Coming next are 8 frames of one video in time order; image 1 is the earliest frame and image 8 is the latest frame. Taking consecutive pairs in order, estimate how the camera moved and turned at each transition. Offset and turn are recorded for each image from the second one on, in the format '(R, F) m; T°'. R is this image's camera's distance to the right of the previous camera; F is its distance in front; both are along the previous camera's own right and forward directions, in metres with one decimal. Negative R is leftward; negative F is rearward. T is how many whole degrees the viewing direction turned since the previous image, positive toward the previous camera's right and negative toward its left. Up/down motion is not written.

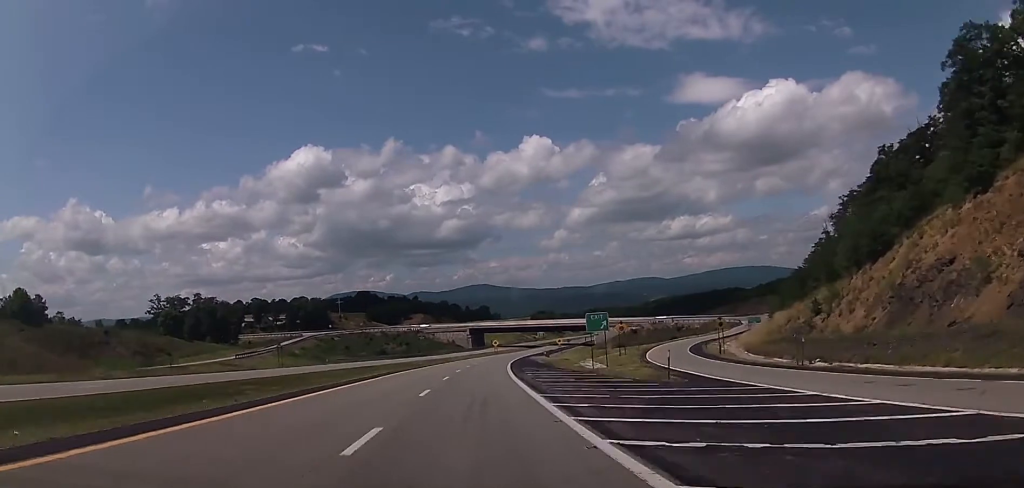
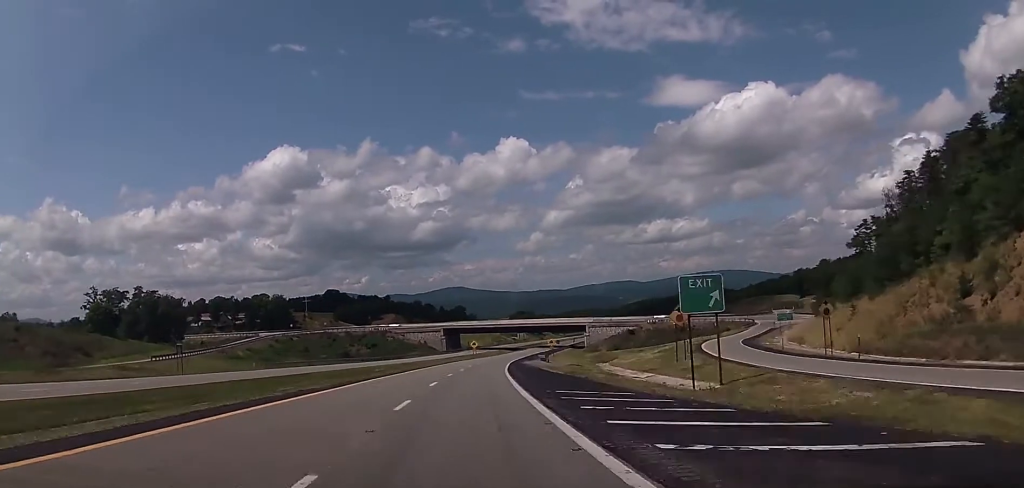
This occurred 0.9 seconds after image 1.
(+0.4, +29.3) m; +1°
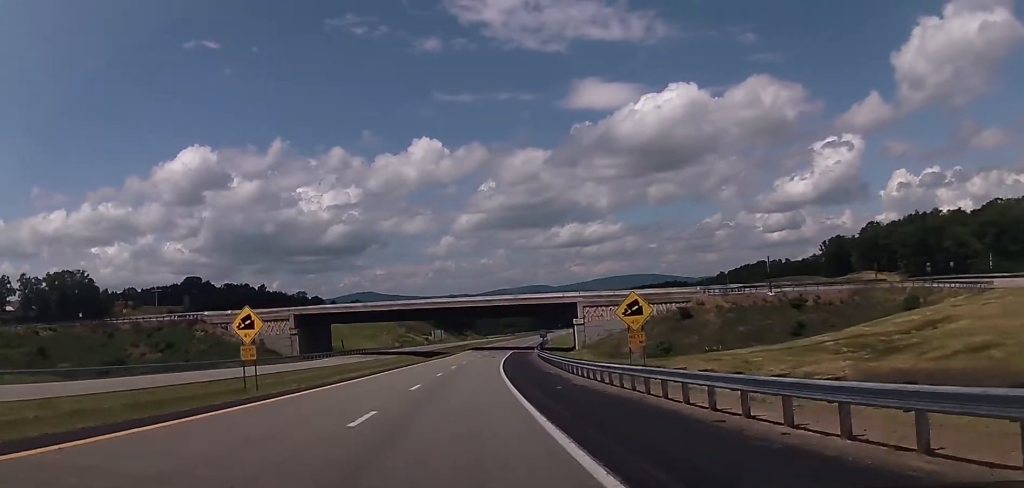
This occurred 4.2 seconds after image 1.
(+8.1, +114.0) m; +9°
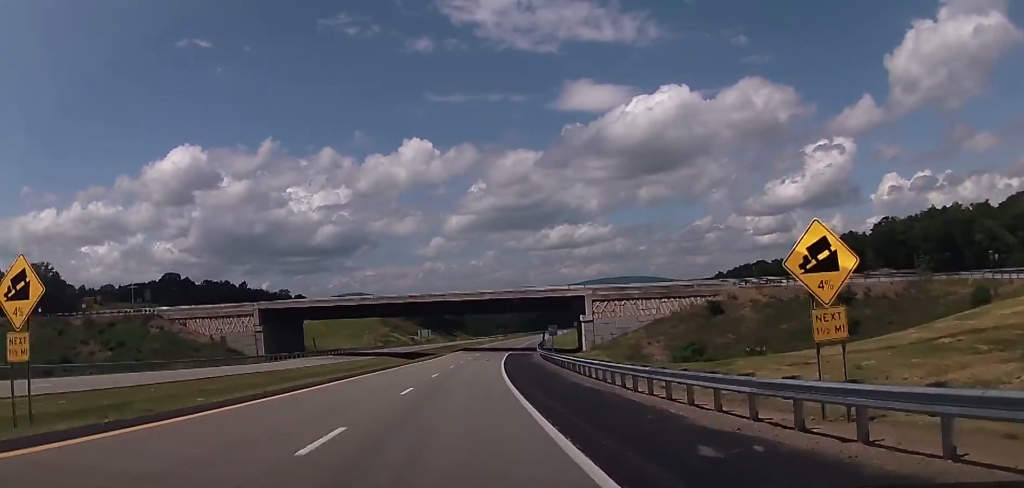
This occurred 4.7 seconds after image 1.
(+0.4, +15.9) m; +1°
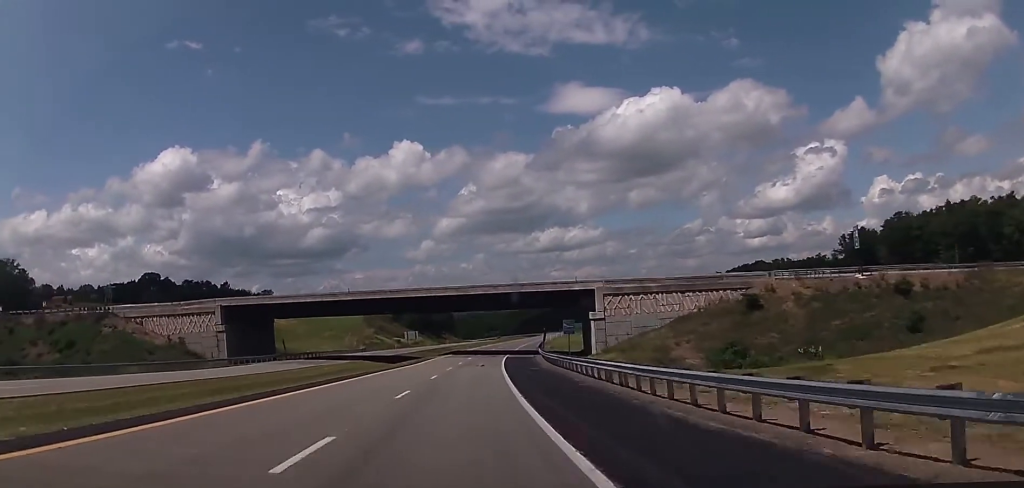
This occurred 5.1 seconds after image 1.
(+0.2, +13.6) m; +1°
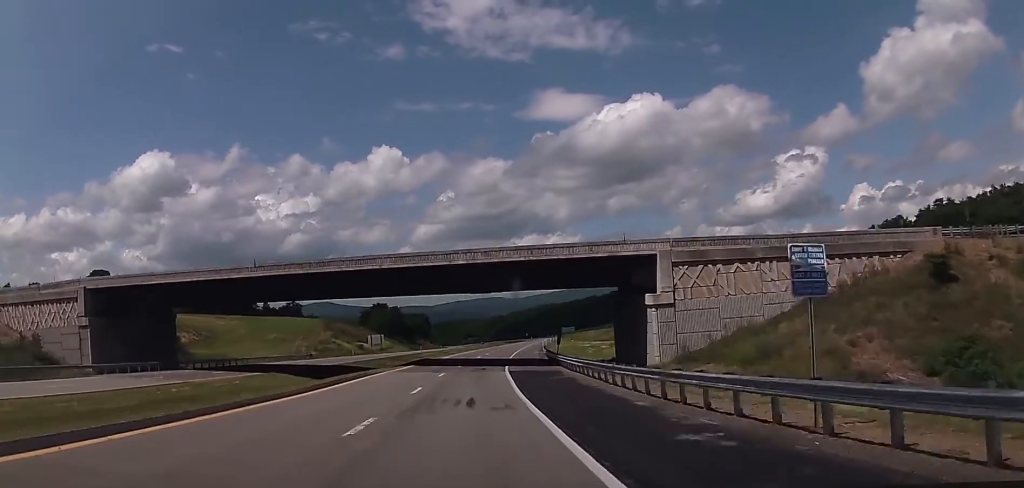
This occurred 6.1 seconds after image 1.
(+0.2, +32.9) m; +2°
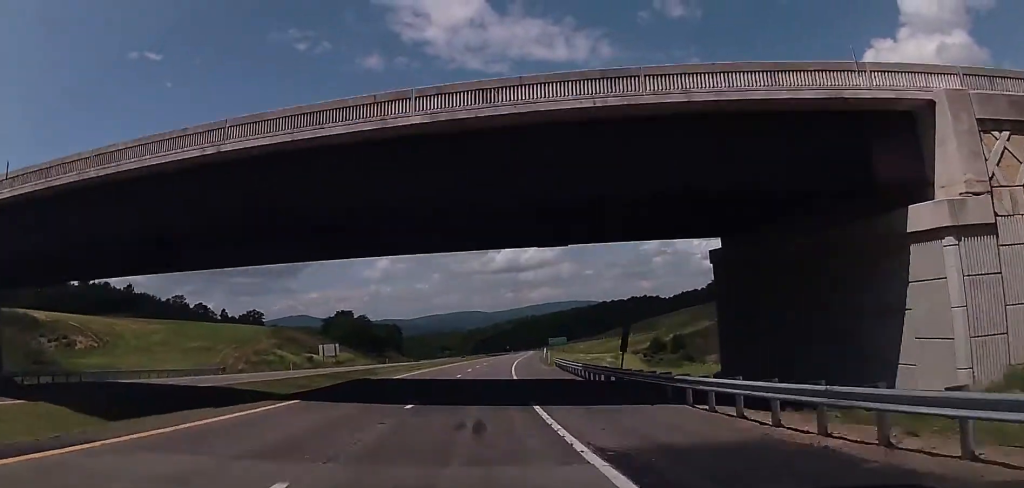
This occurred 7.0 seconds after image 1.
(+1.0, +31.8) m; +2°
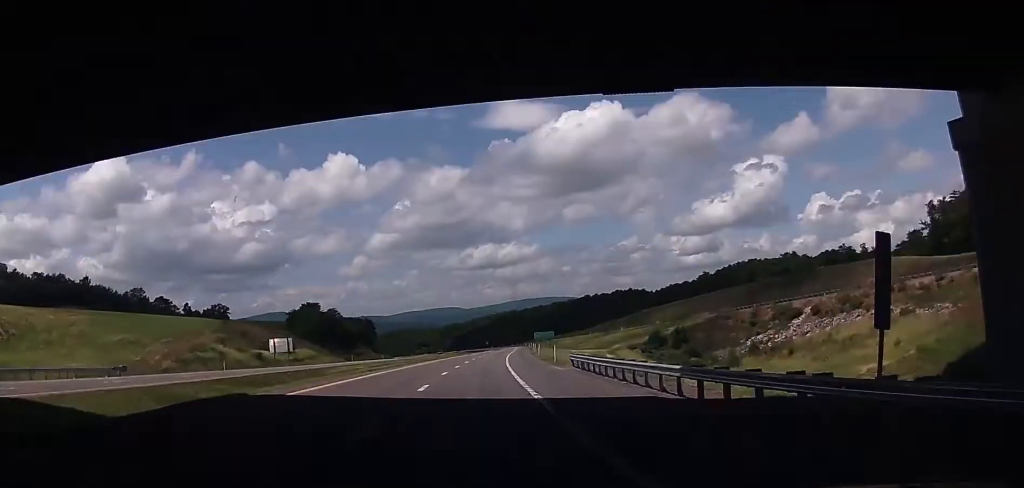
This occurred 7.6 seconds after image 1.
(+0.3, +20.5) m; +1°
